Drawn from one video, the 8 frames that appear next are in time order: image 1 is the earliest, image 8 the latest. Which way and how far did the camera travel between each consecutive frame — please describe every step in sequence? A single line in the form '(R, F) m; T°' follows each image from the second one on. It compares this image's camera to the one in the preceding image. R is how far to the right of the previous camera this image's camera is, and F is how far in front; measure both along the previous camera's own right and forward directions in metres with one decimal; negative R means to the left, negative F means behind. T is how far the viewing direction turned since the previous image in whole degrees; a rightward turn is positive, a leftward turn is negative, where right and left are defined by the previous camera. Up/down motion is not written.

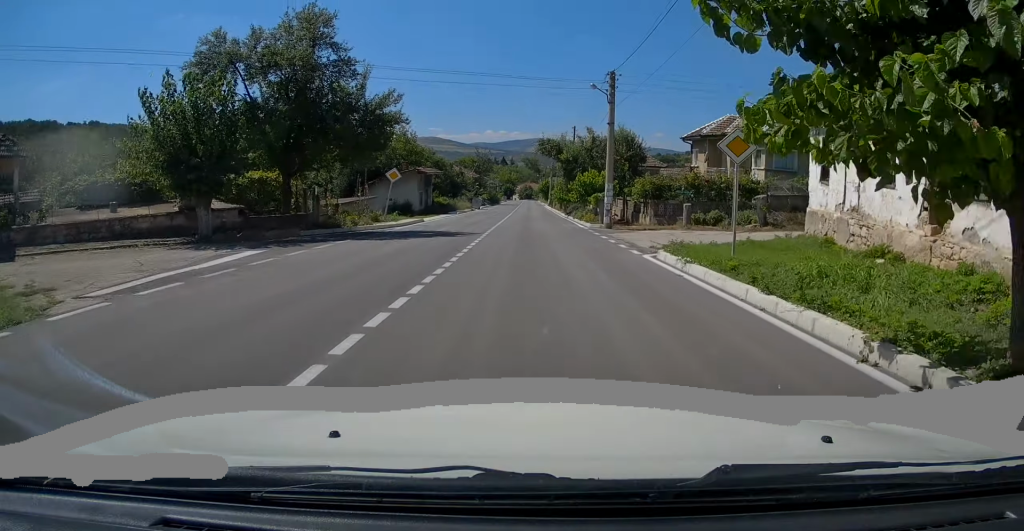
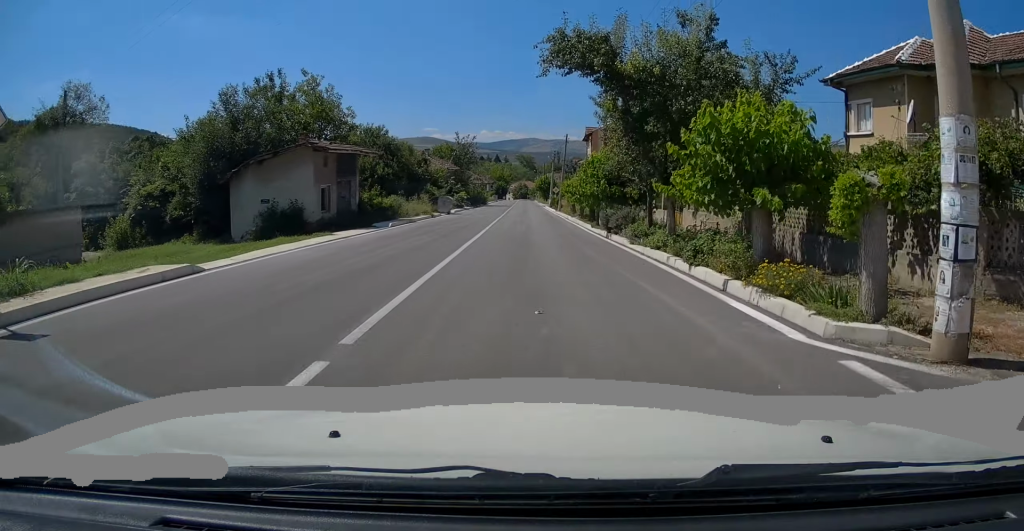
(+0.1, +23.8) m; 0°
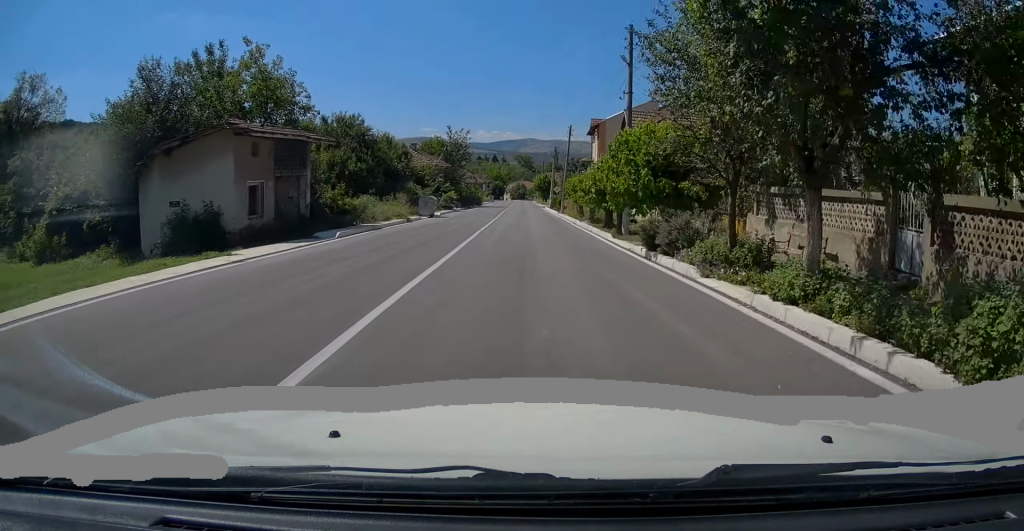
(-0.2, +7.3) m; 0°
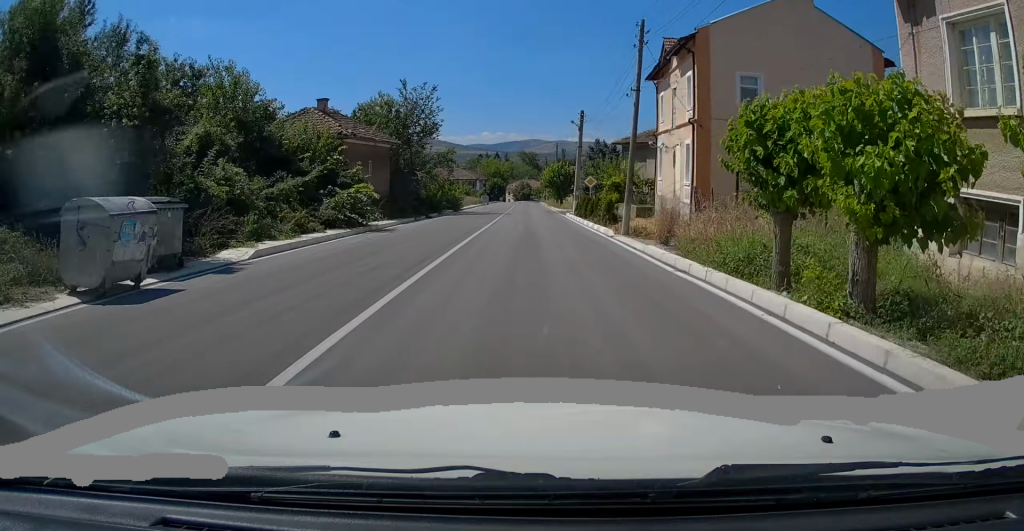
(+0.7, +30.7) m; 0°
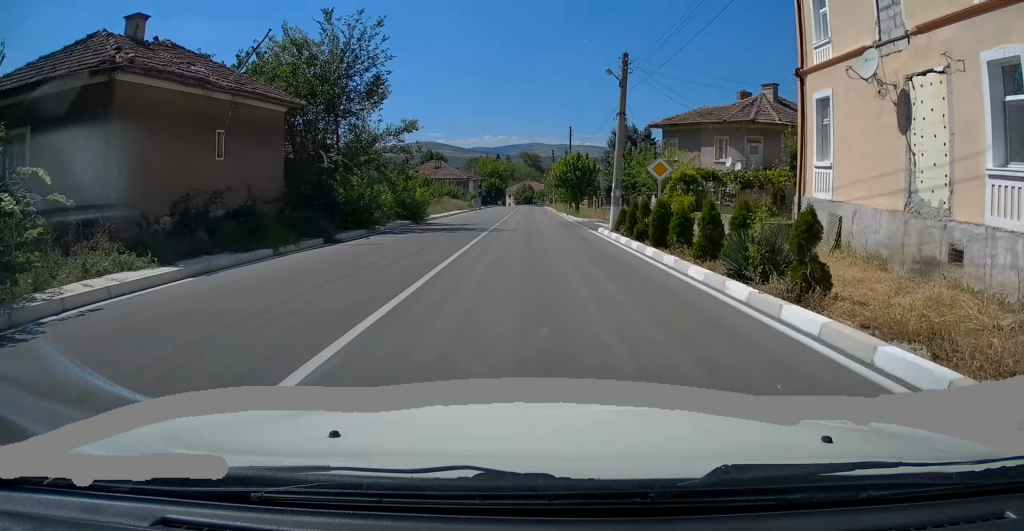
(-0.1, +18.3) m; +1°
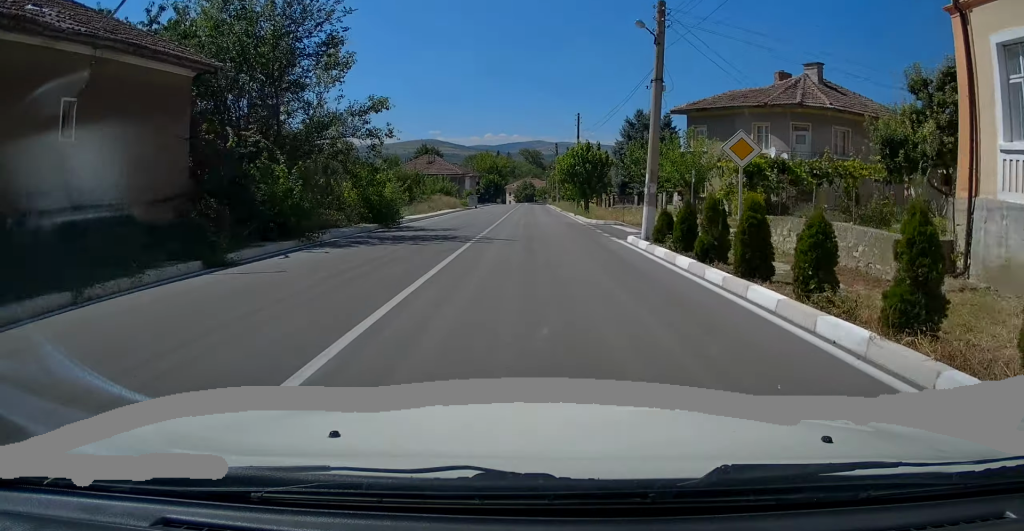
(+0.1, +6.9) m; +1°
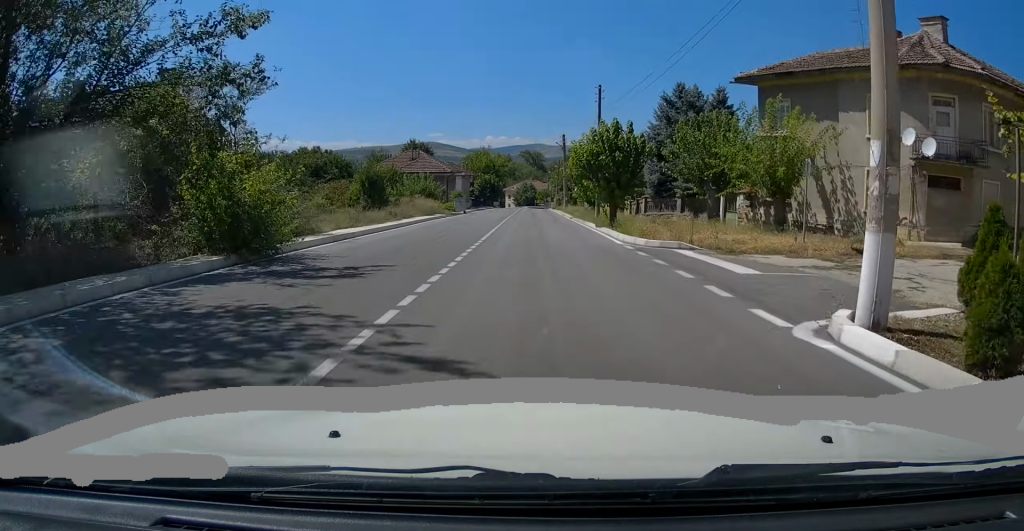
(0.0, +12.3) m; -1°
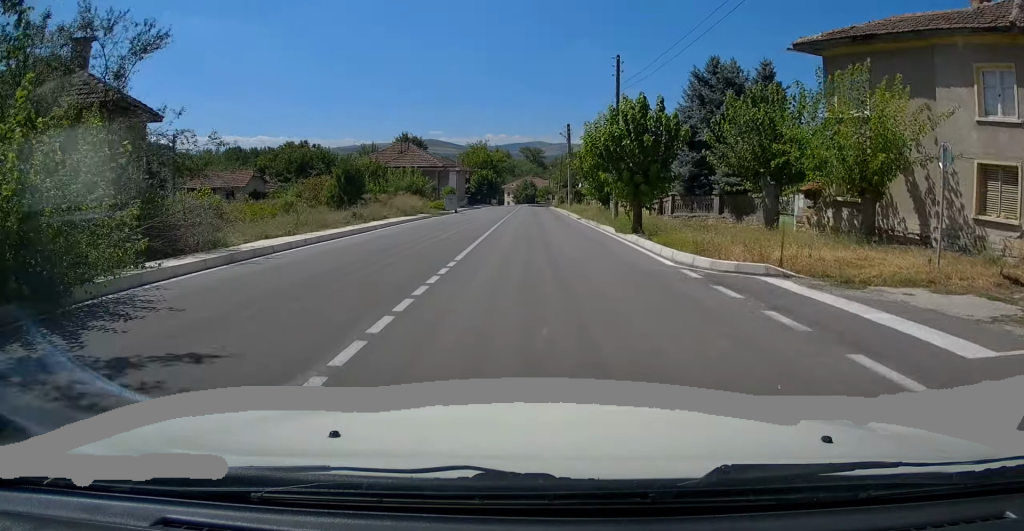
(-0.2, +6.4) m; 0°
